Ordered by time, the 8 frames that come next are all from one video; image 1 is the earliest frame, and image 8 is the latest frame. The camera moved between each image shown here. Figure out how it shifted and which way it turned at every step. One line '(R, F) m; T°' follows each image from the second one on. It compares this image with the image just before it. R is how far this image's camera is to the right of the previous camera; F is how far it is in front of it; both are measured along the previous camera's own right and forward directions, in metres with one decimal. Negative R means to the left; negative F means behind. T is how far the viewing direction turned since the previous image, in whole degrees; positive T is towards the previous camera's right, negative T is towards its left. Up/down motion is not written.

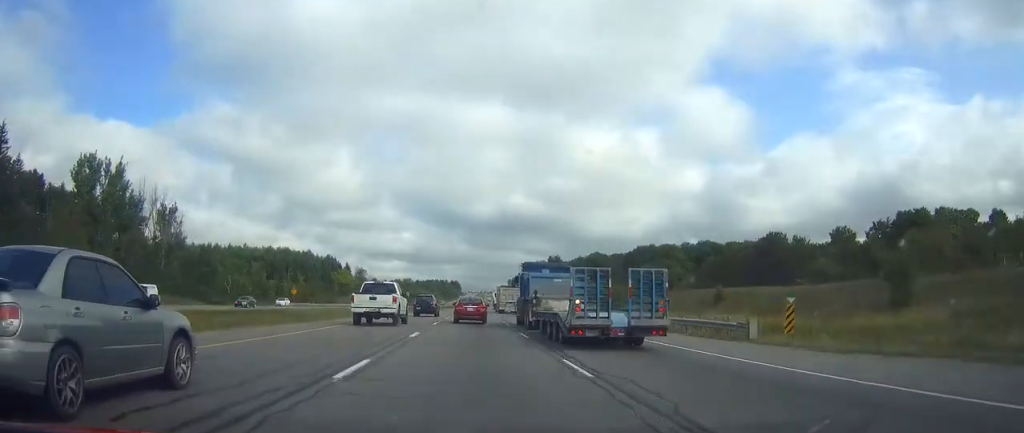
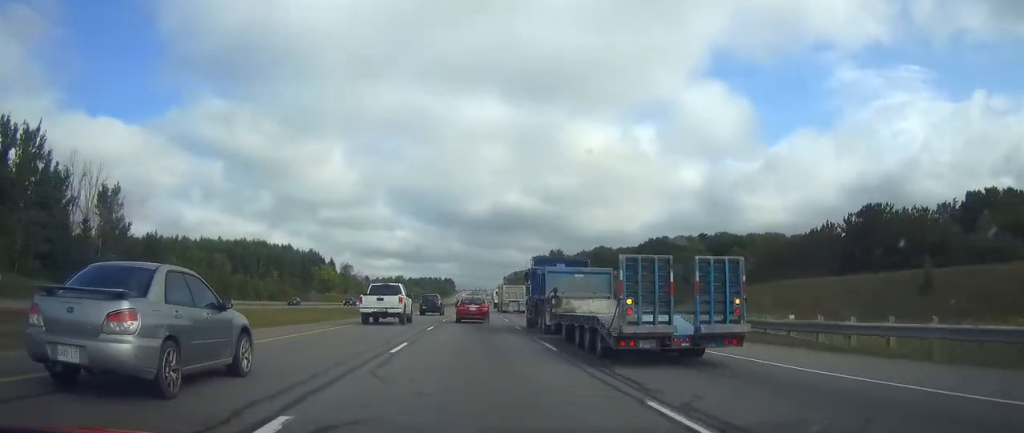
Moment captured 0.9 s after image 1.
(0.0, +30.5) m; 0°
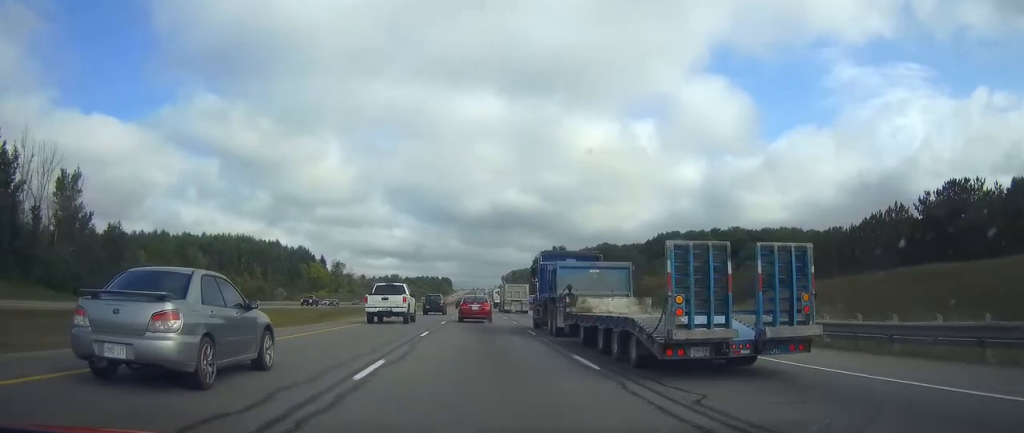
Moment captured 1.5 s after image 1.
(-0.1, +17.5) m; 0°
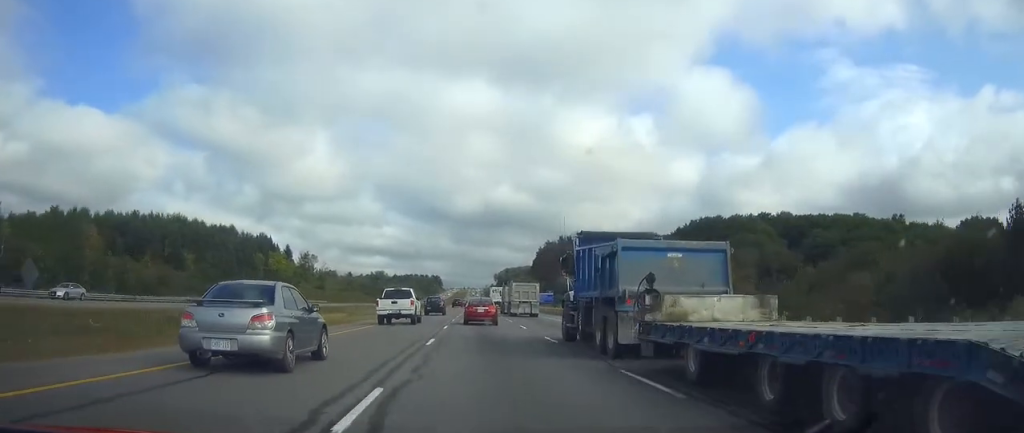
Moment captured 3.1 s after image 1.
(+0.4, +52.7) m; +1°
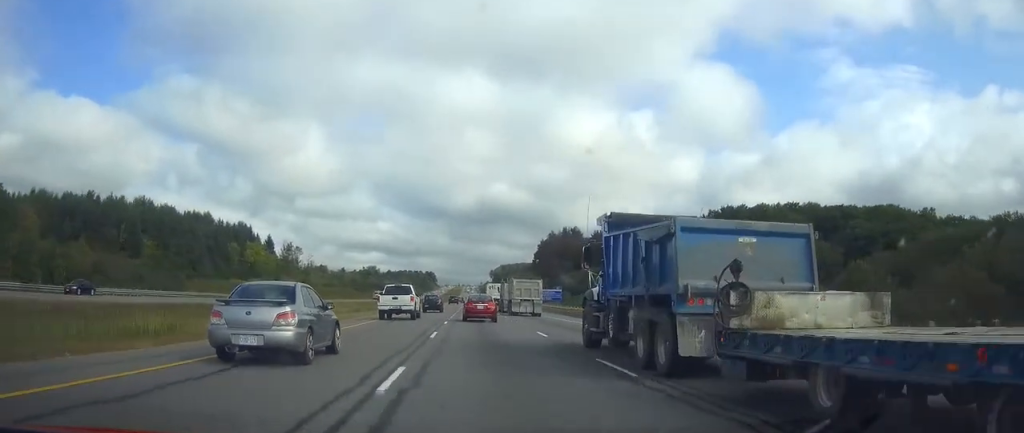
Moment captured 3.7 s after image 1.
(+0.1, +22.0) m; 0°
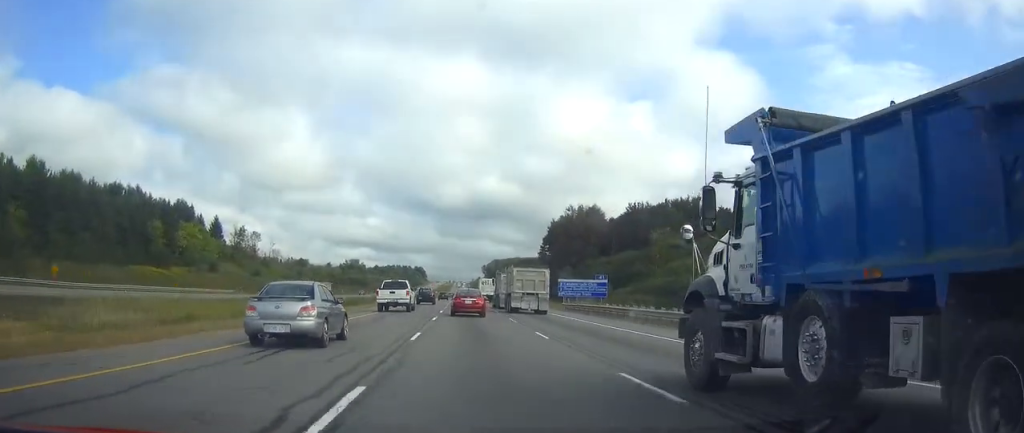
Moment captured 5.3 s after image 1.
(+0.2, +51.9) m; 0°
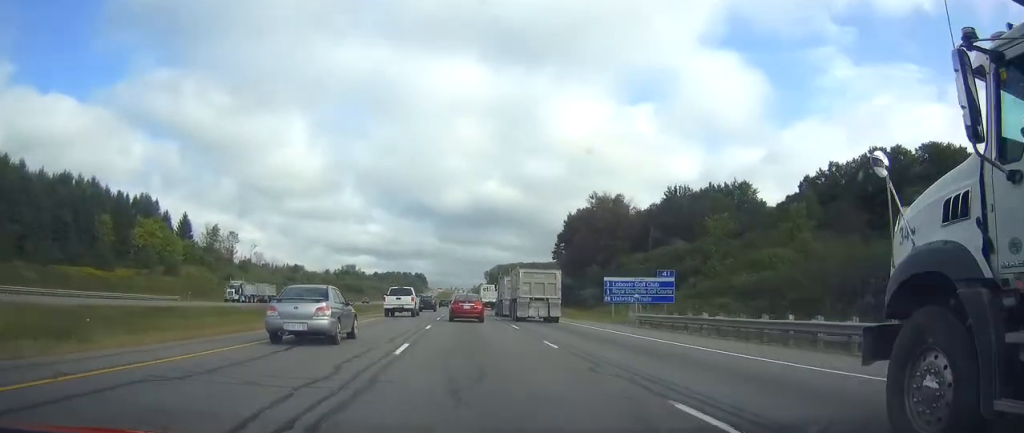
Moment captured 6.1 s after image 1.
(0.0, +27.6) m; 0°
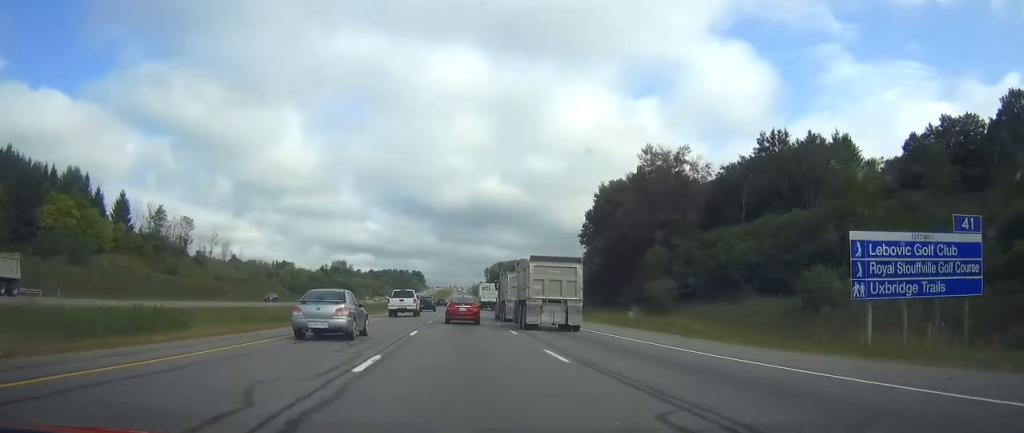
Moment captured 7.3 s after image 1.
(0.0, +39.7) m; 0°
